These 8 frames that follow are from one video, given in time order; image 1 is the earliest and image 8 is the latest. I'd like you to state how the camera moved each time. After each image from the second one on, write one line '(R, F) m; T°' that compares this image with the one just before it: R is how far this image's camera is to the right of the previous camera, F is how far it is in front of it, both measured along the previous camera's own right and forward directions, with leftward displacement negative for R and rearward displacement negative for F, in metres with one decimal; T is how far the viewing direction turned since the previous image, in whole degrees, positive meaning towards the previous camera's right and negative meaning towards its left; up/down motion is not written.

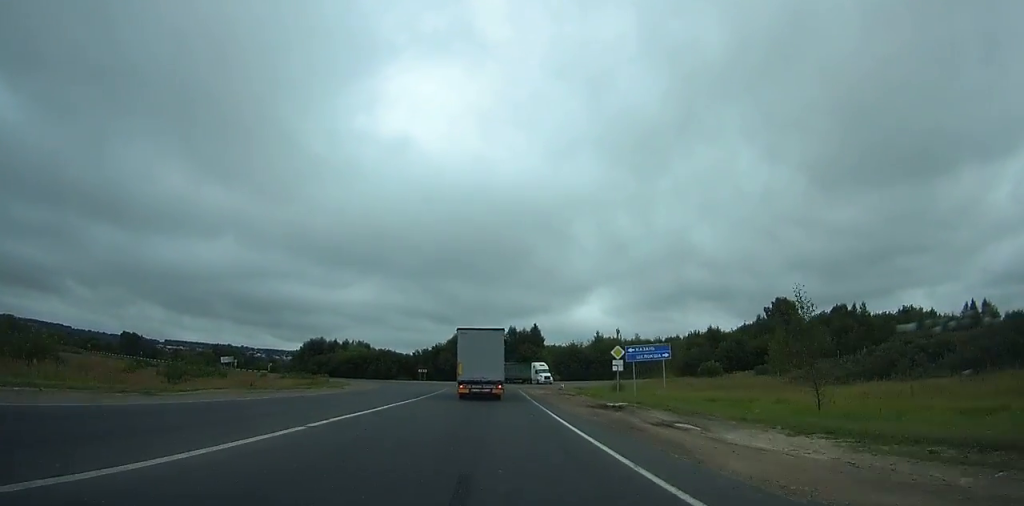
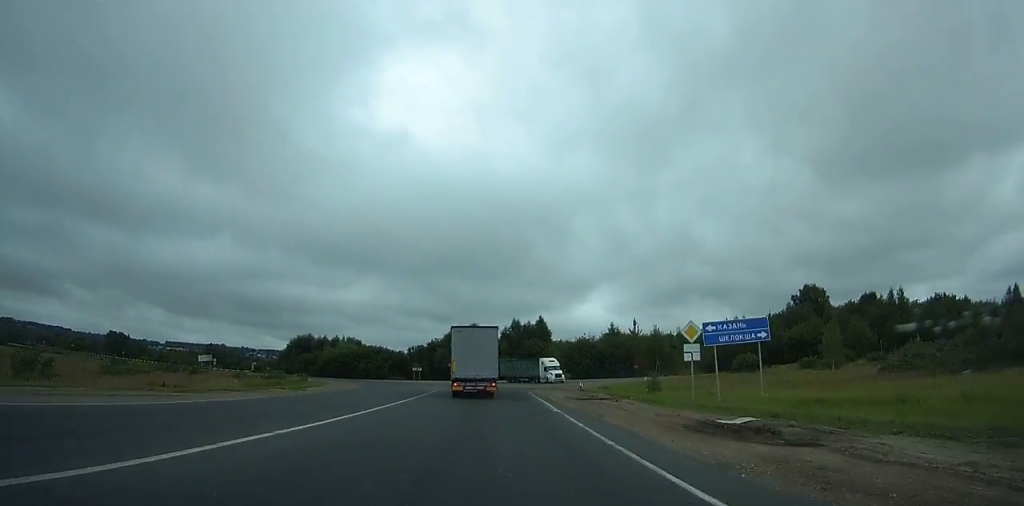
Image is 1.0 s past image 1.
(-0.1, +15.7) m; 0°
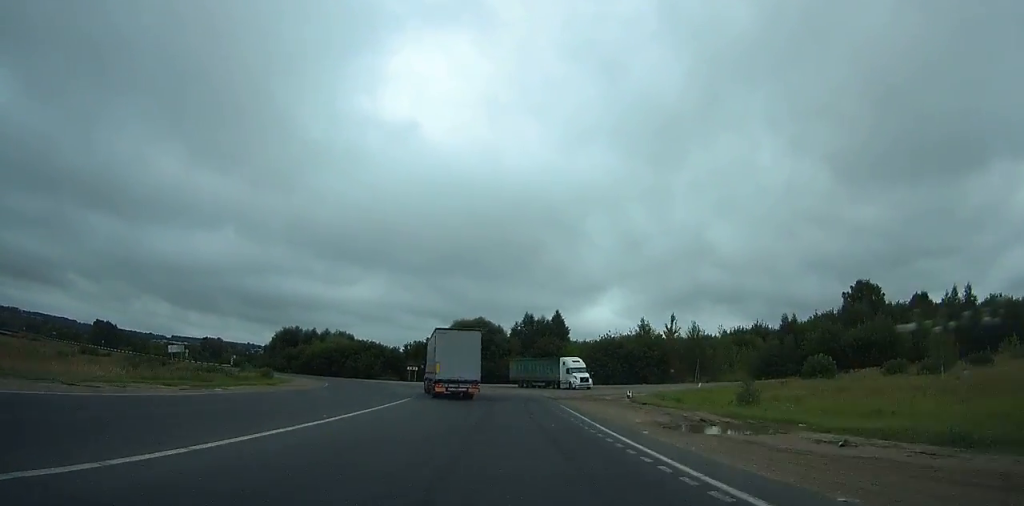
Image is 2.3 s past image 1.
(-0.1, +20.2) m; -1°
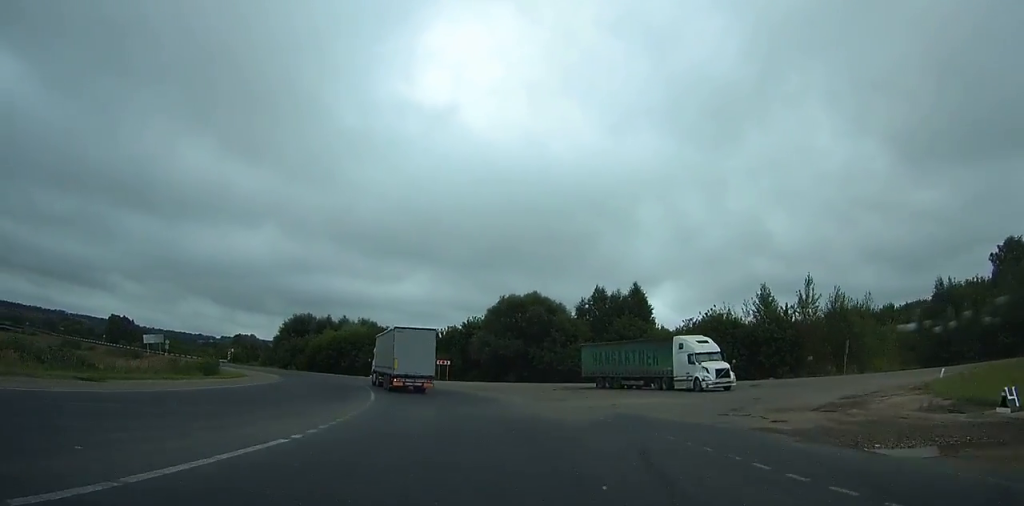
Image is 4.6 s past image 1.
(-0.3, +31.7) m; -3°
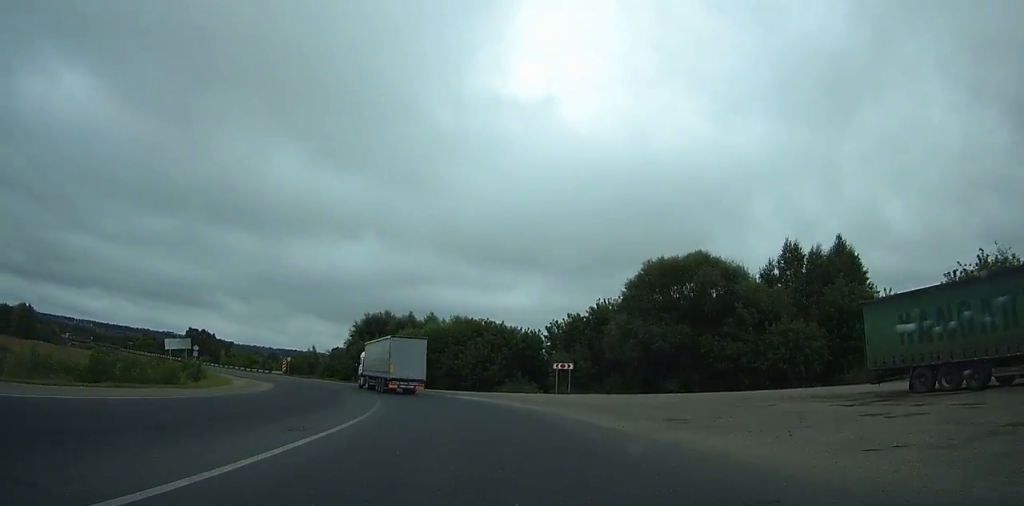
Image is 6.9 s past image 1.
(-1.5, +30.4) m; -8°
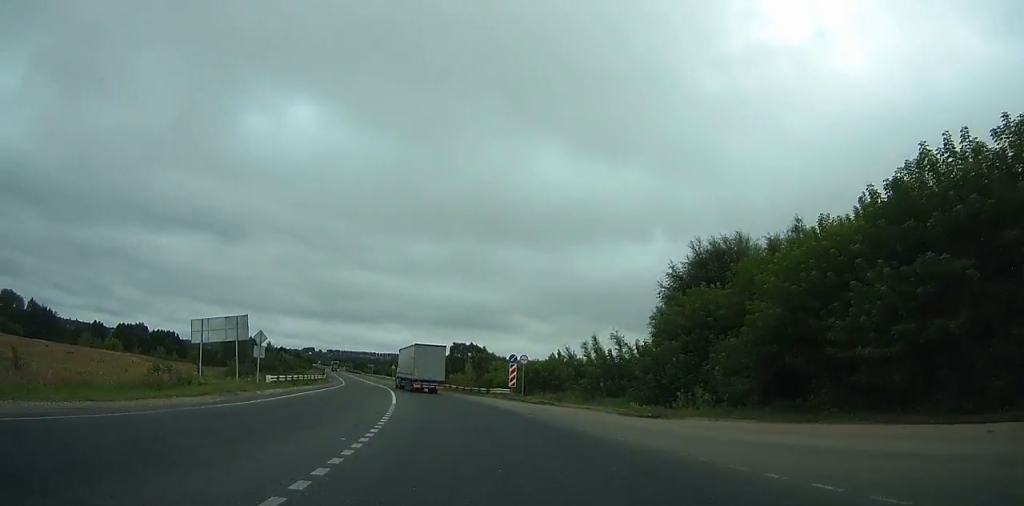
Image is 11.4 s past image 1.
(-10.5, +56.5) m; -25°
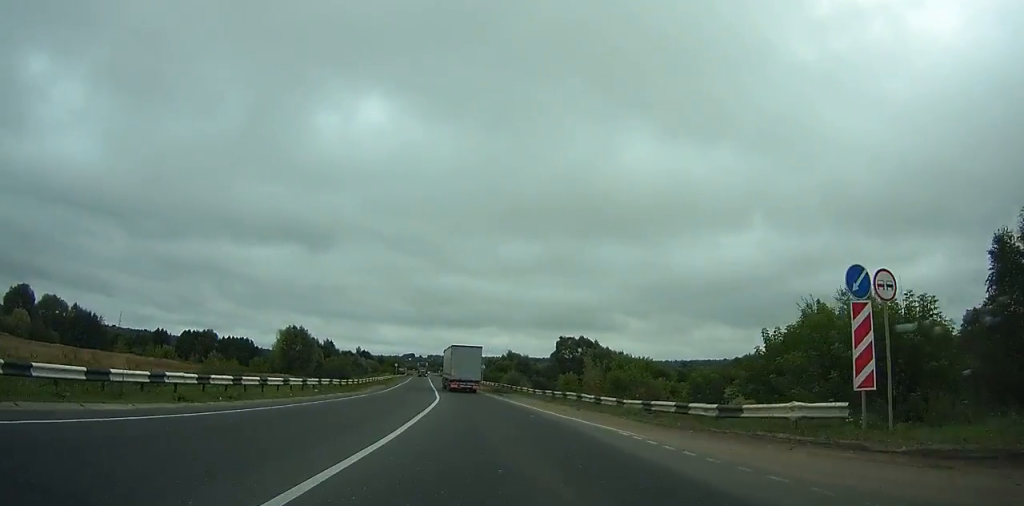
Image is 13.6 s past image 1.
(-4.0, +31.1) m; -14°
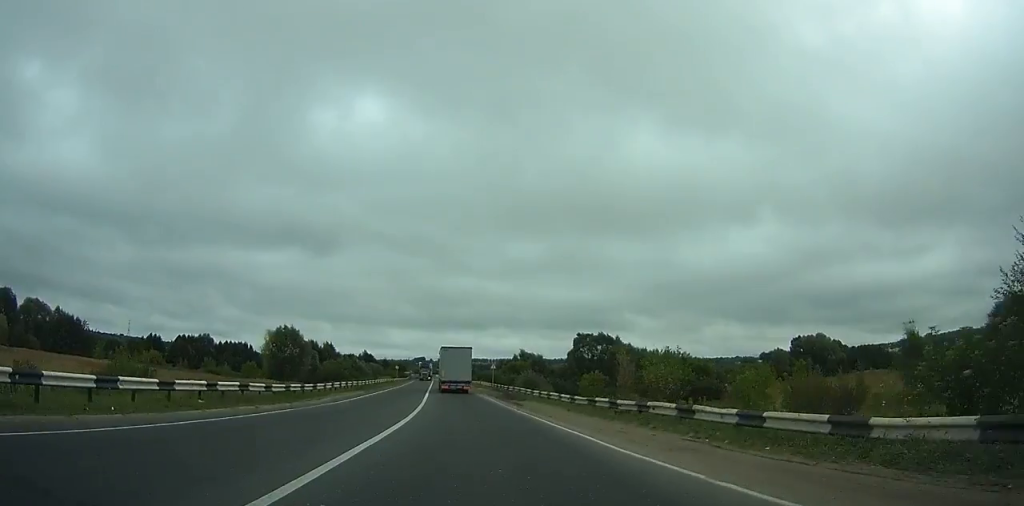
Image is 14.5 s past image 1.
(-1.0, +14.4) m; -4°
